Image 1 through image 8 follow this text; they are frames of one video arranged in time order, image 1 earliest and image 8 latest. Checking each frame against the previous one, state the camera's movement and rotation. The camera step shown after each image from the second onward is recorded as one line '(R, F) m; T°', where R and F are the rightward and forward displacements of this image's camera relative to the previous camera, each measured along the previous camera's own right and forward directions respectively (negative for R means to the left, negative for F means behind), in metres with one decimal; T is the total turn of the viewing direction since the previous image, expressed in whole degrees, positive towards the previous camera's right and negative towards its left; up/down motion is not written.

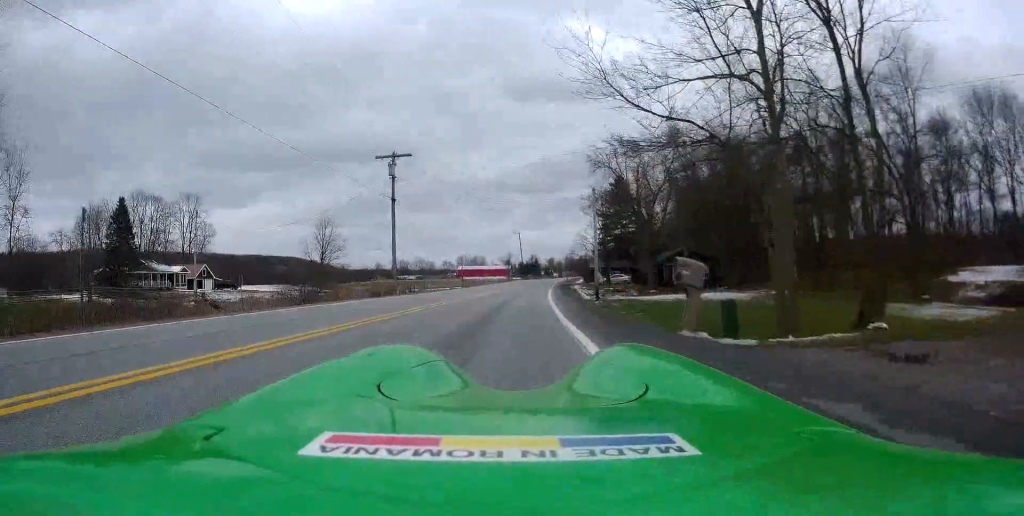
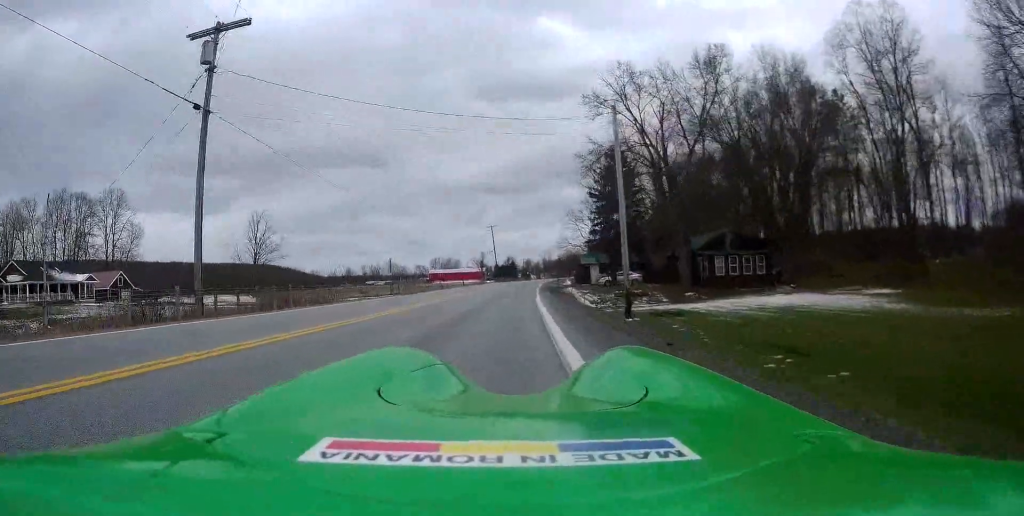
(-0.3, +21.6) m; +1°
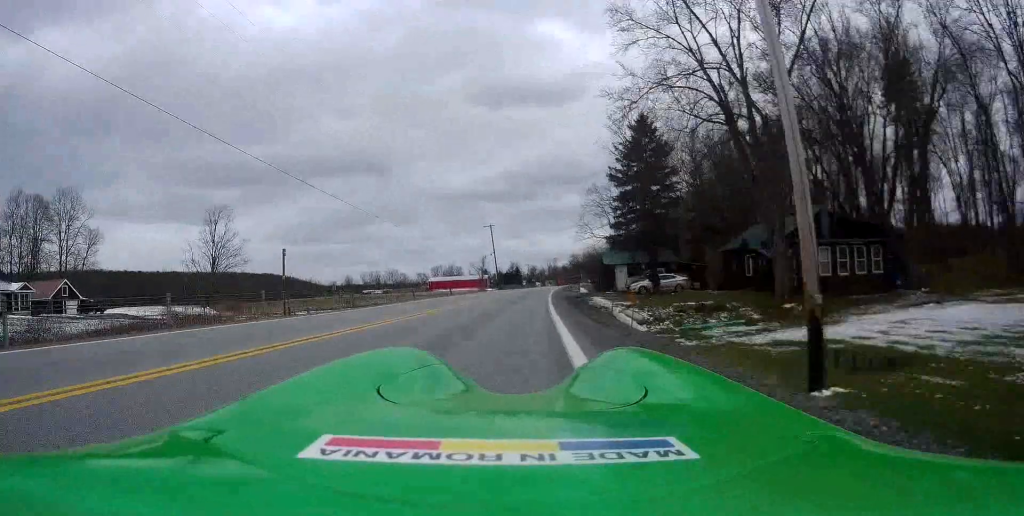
(+0.6, +15.9) m; +2°
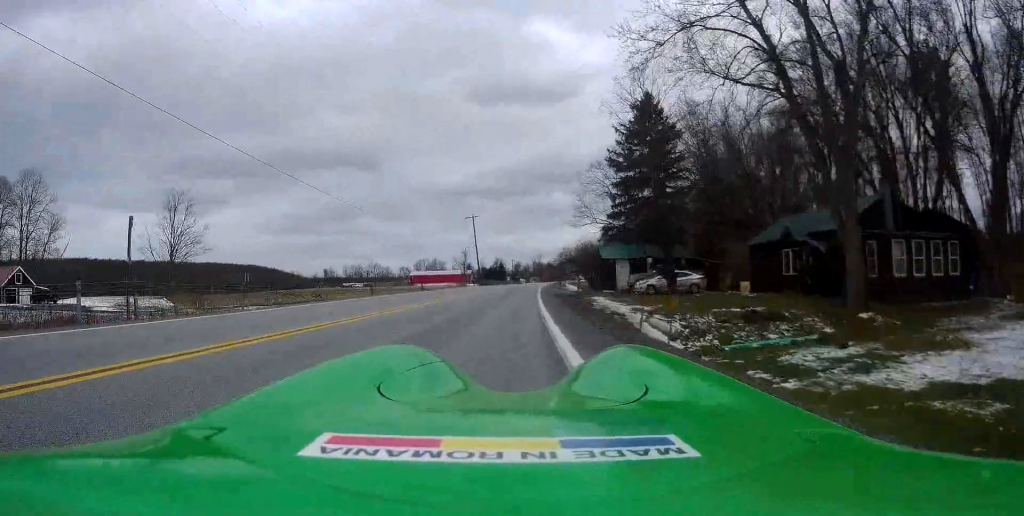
(0.0, +7.9) m; +1°
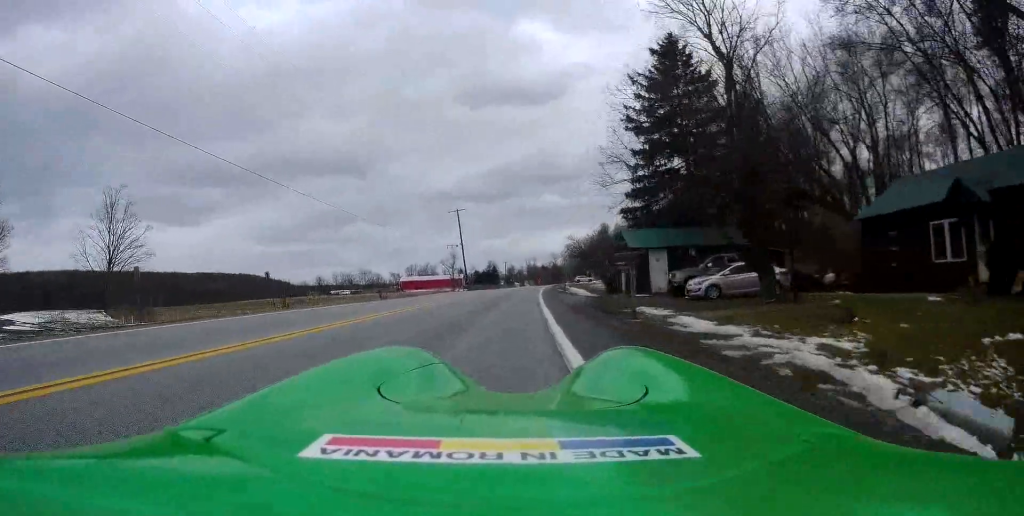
(-0.1, +12.7) m; +1°
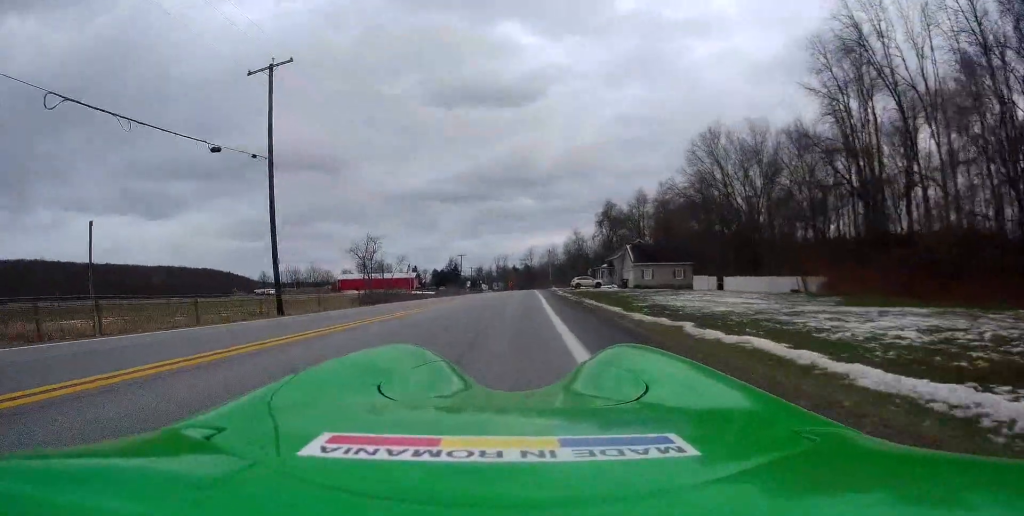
(+1.3, +57.2) m; +3°
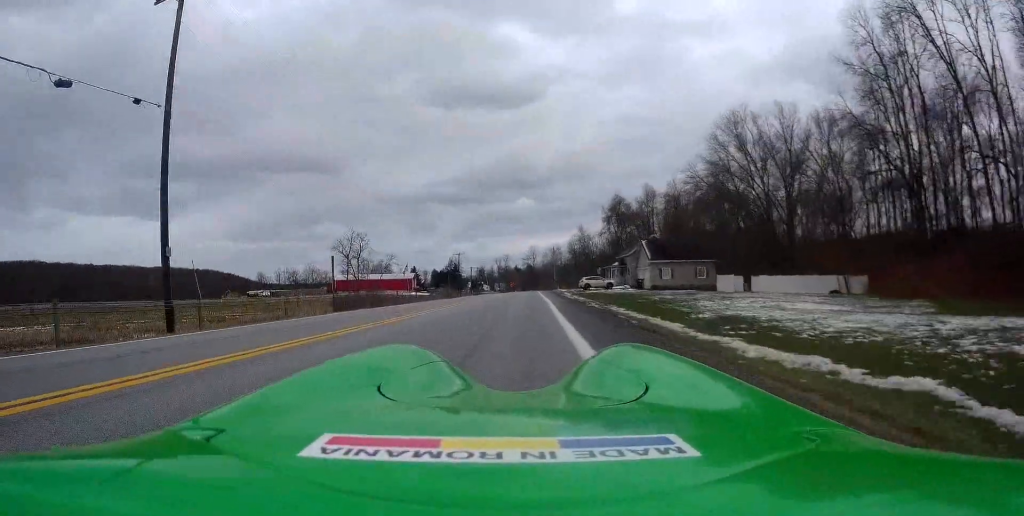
(+0.2, +8.5) m; +1°
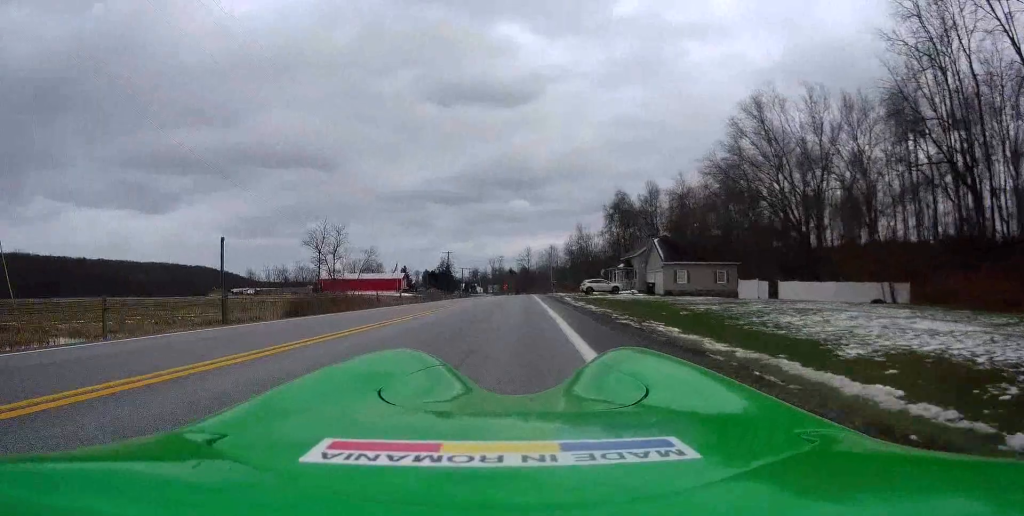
(+0.1, +8.5) m; +1°
